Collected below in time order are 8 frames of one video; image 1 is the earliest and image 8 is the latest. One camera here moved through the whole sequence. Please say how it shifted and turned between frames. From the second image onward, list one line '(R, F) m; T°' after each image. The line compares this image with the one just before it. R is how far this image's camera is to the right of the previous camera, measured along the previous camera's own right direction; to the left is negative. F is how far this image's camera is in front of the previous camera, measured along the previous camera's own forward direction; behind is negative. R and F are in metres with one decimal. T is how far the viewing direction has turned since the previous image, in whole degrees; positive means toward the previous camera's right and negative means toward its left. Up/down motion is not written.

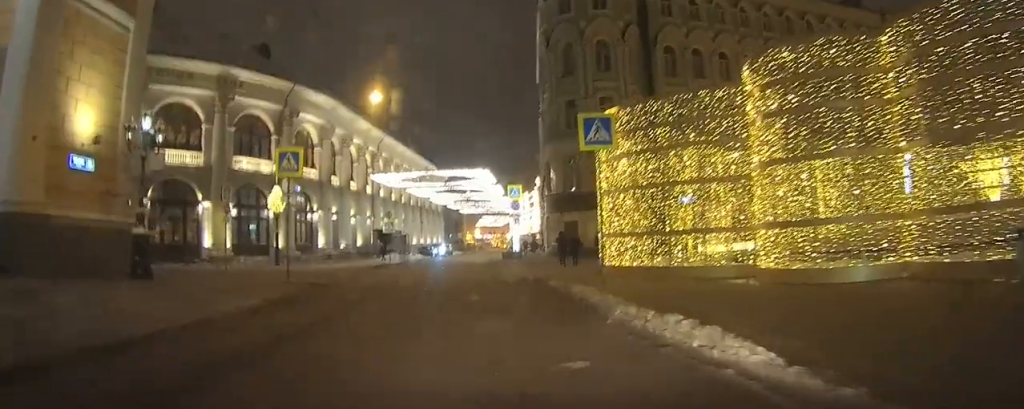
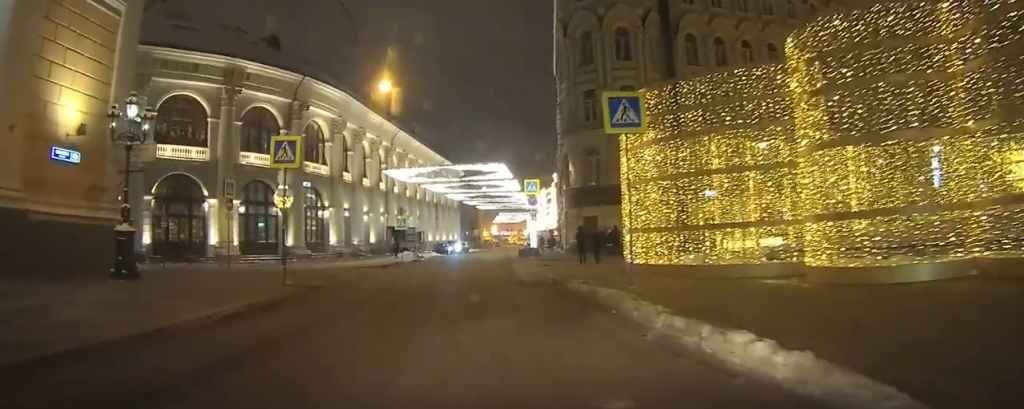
(-0.3, +1.8) m; -4°
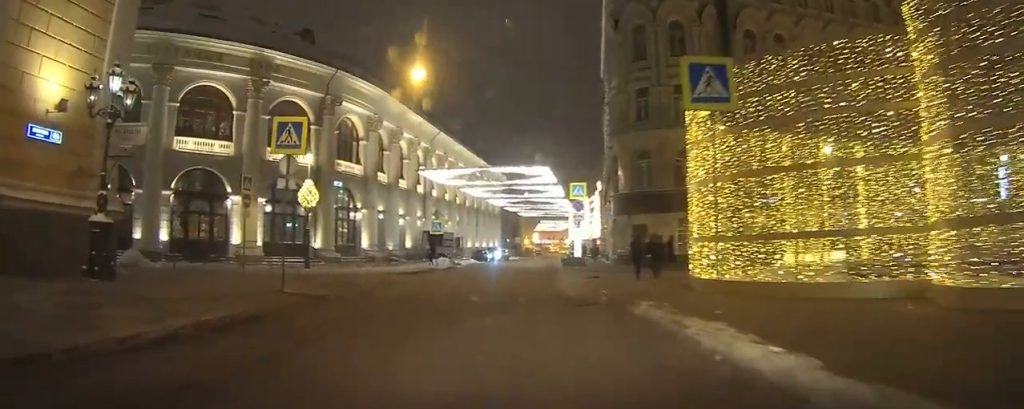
(0.0, +3.0) m; 0°
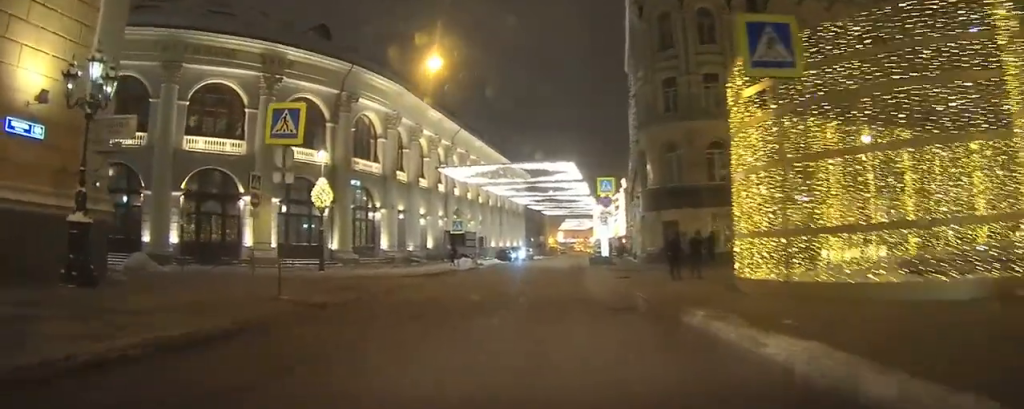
(+0.1, +1.6) m; +1°
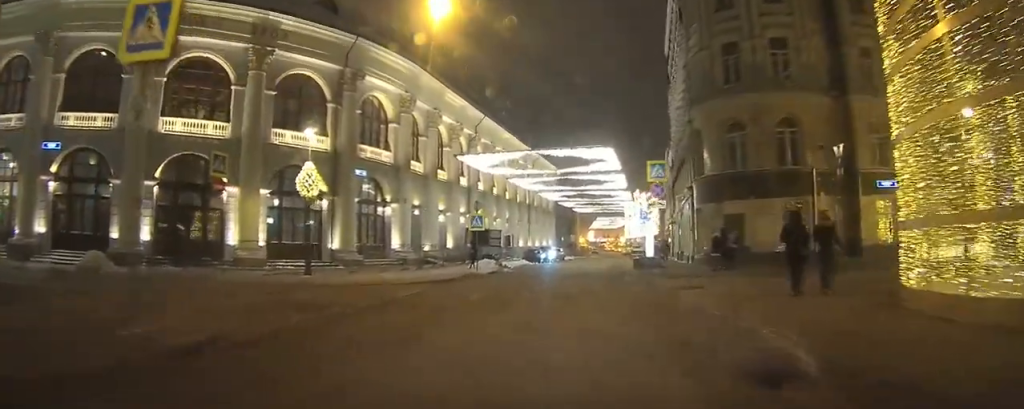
(-0.2, +5.4) m; -4°
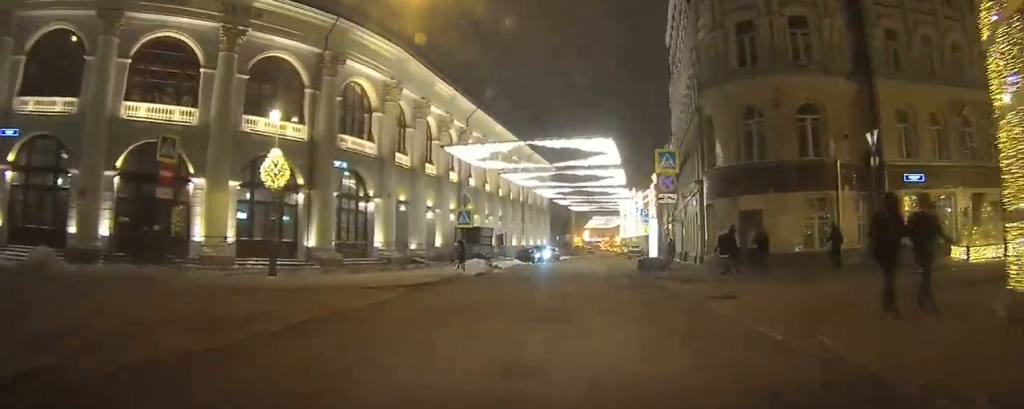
(0.0, +2.6) m; -2°
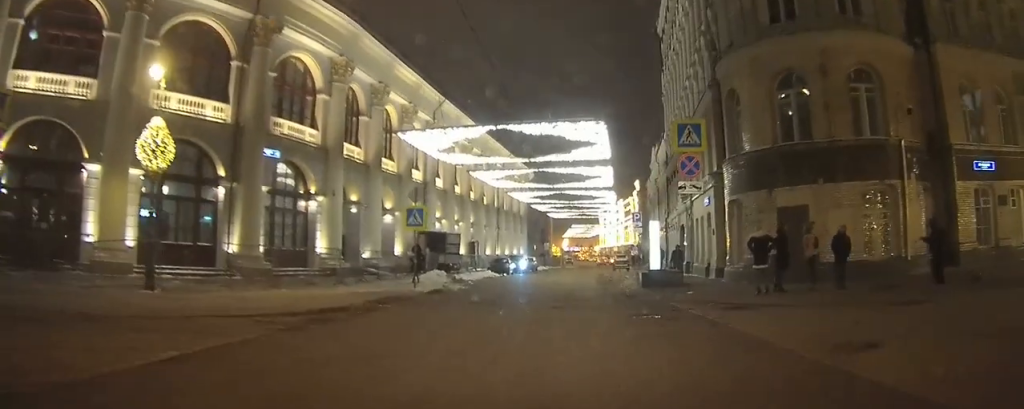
(-0.2, +5.9) m; -1°
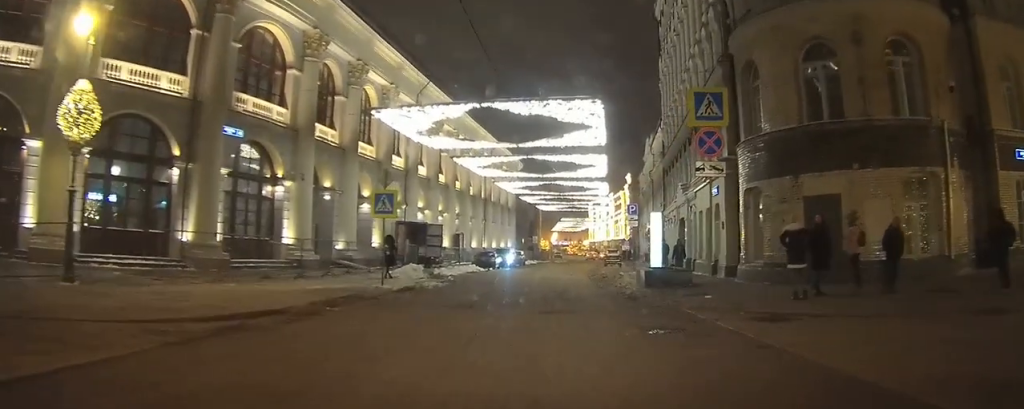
(+0.1, +2.8) m; +4°
